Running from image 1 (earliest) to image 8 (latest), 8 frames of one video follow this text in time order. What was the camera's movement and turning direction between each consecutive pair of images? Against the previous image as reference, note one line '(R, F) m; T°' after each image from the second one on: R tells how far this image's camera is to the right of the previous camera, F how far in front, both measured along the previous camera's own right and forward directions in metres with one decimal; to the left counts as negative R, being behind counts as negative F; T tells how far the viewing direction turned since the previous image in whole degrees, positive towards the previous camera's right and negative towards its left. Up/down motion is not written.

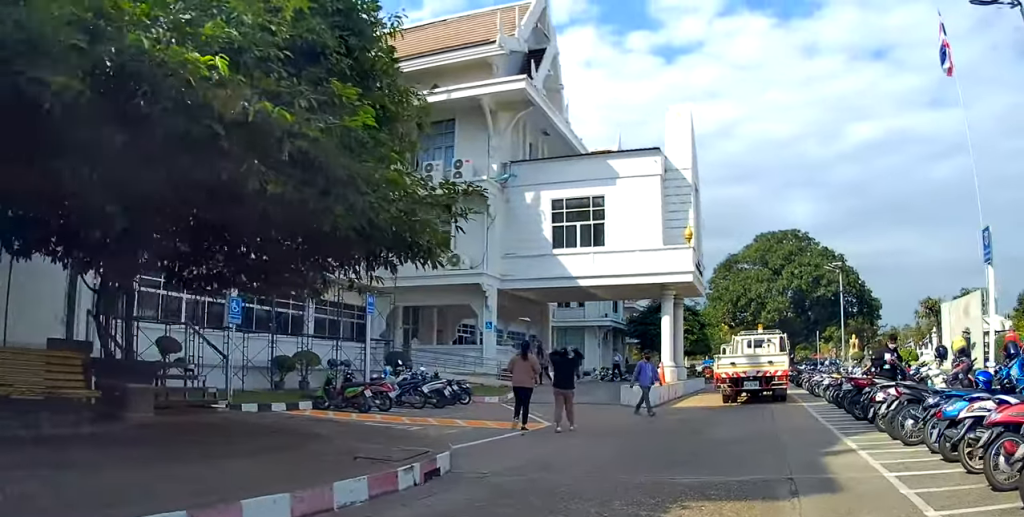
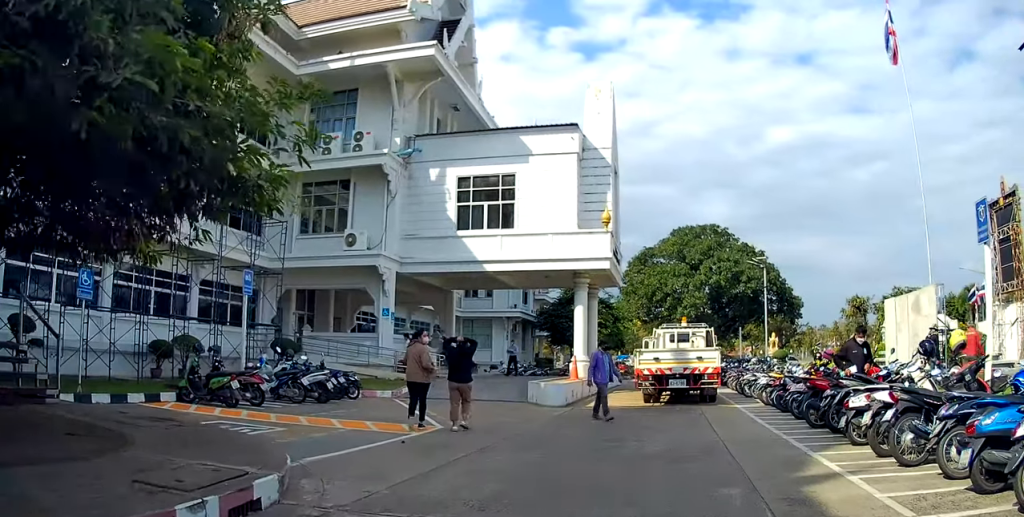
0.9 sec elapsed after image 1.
(+0.1, +3.3) m; +8°
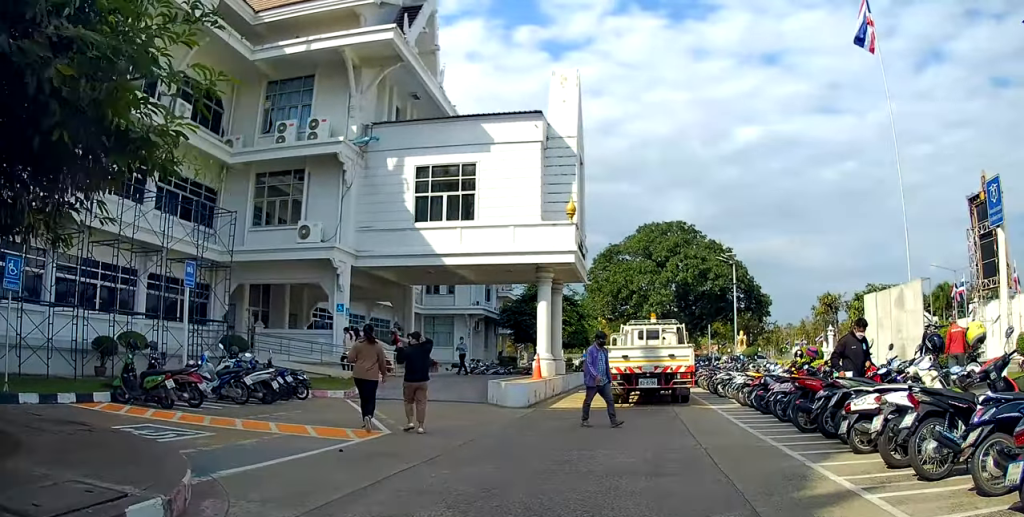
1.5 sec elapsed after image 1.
(+0.3, +2.0) m; +1°
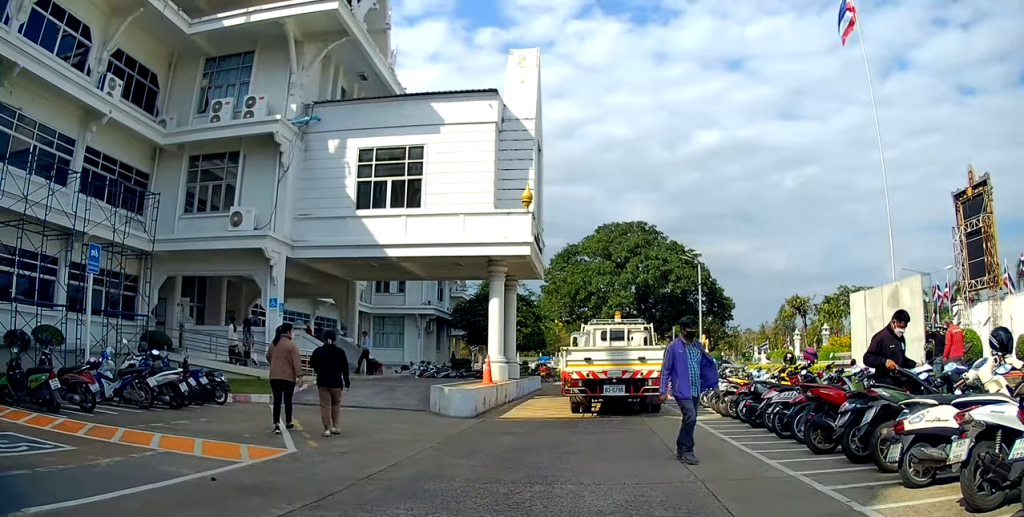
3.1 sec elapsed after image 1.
(-0.1, +5.4) m; +3°
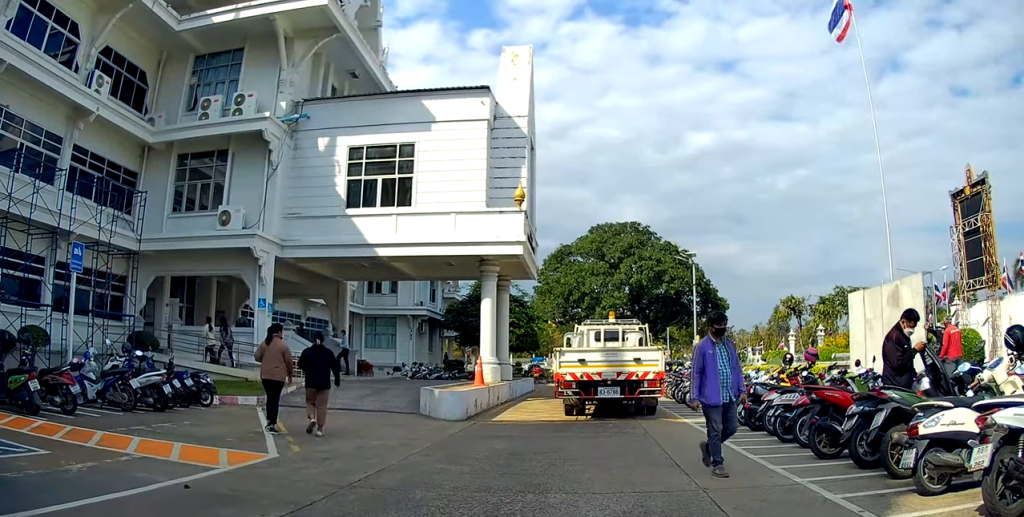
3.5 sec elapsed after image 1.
(+0.2, +1.4) m; +1°
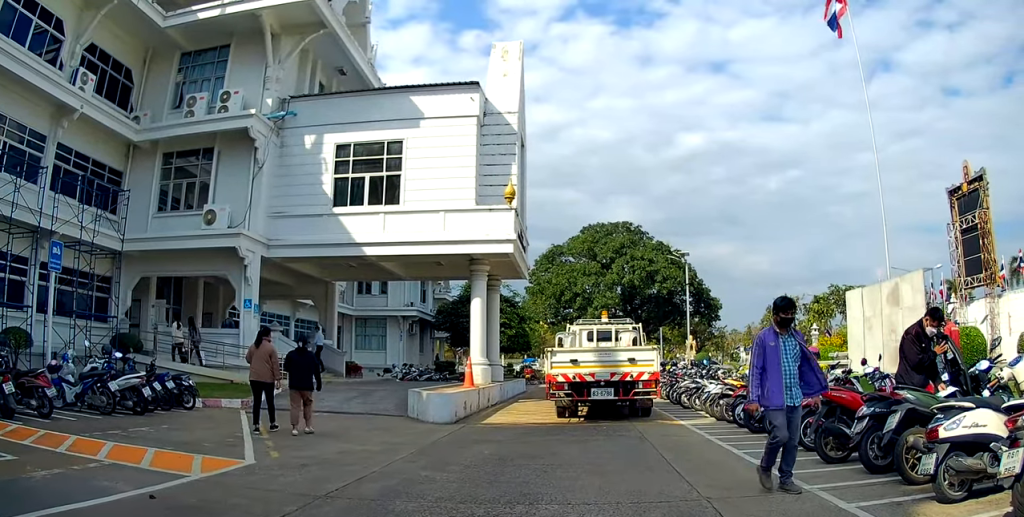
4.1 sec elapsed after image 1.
(-0.1, +2.0) m; -3°
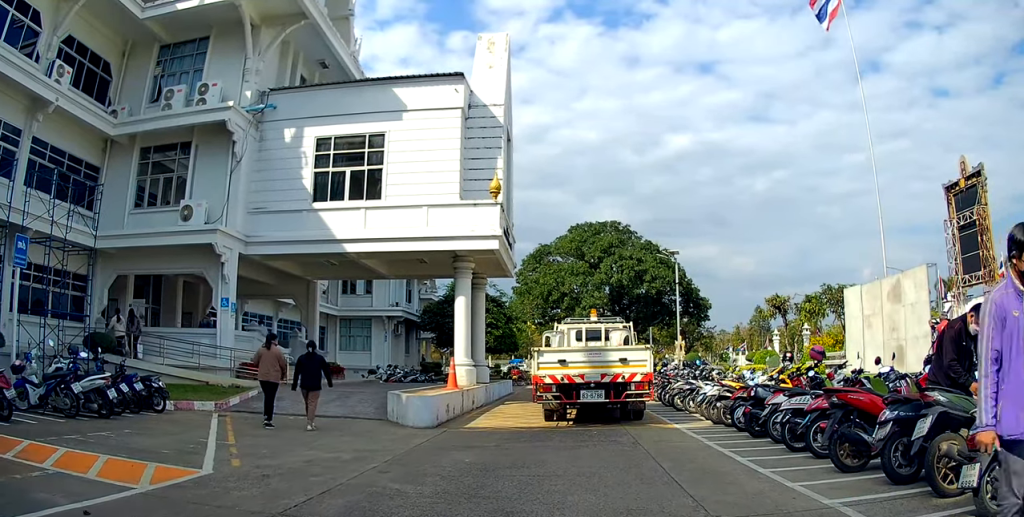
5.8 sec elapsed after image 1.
(-0.3, +4.8) m; -1°
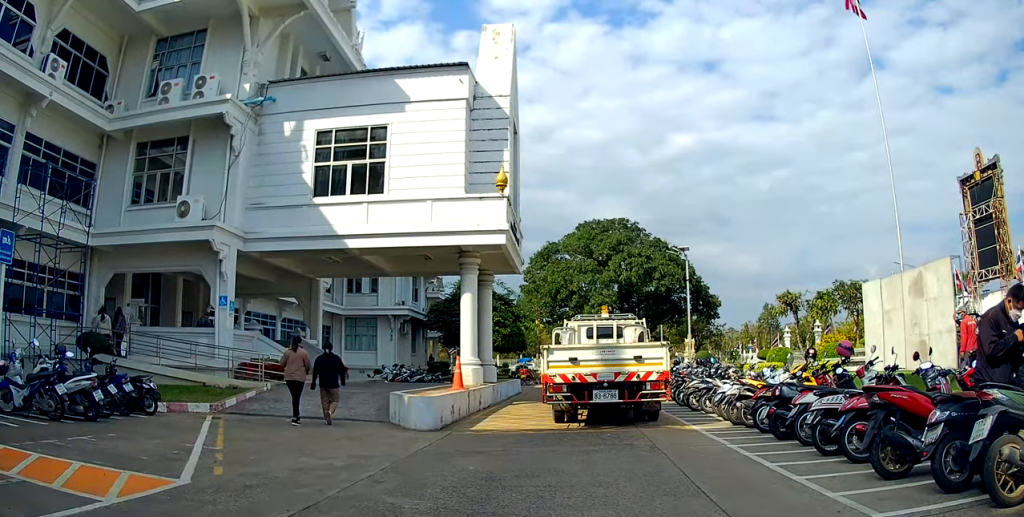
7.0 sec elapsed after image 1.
(+0.1, +3.4) m; +3°
